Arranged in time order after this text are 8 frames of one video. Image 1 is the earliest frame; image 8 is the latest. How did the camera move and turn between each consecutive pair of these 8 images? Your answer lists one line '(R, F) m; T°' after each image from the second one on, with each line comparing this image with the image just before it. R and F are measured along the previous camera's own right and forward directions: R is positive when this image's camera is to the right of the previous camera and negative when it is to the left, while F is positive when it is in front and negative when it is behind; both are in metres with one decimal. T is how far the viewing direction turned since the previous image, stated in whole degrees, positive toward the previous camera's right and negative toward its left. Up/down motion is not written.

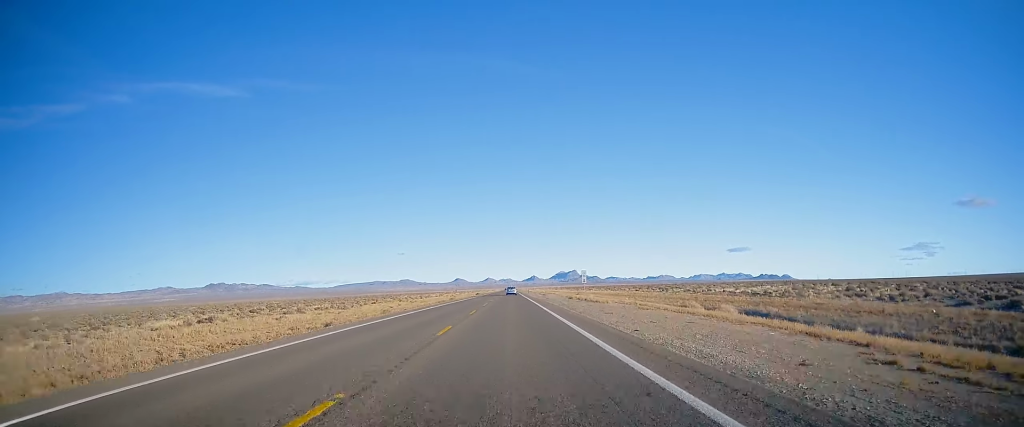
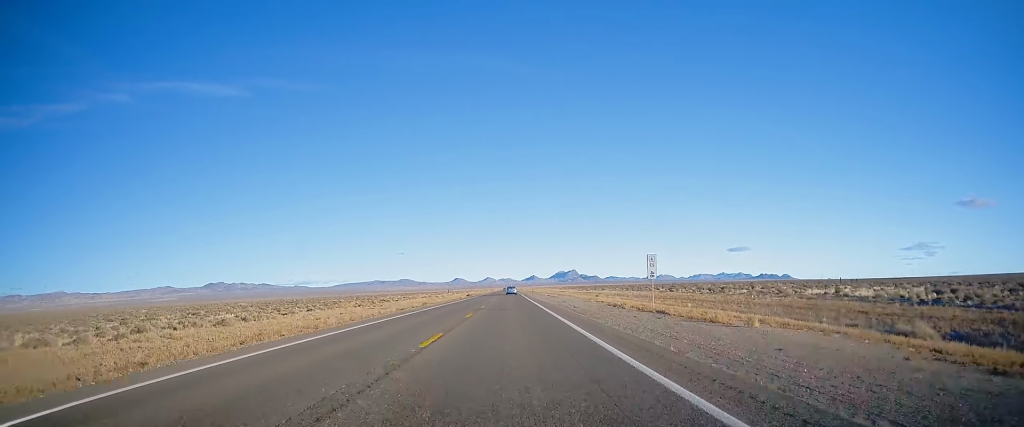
(0.0, +27.4) m; 0°
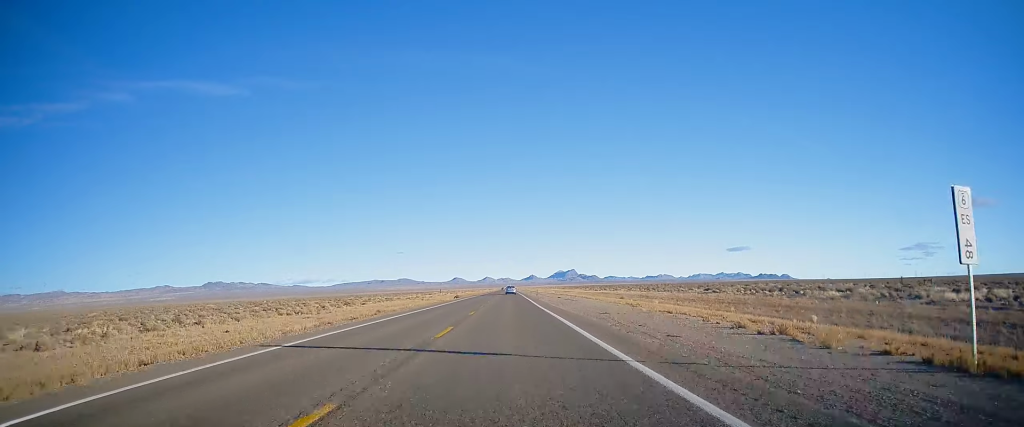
(+0.1, +21.8) m; 0°
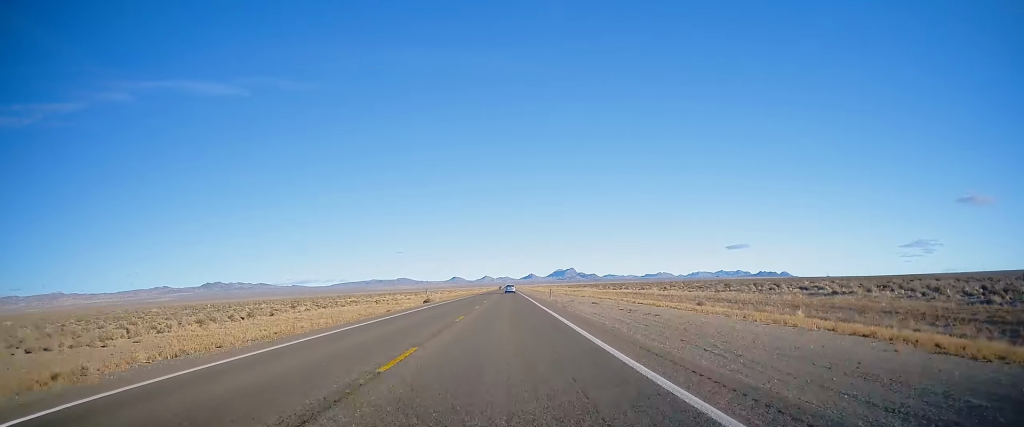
(0.0, +30.7) m; 0°
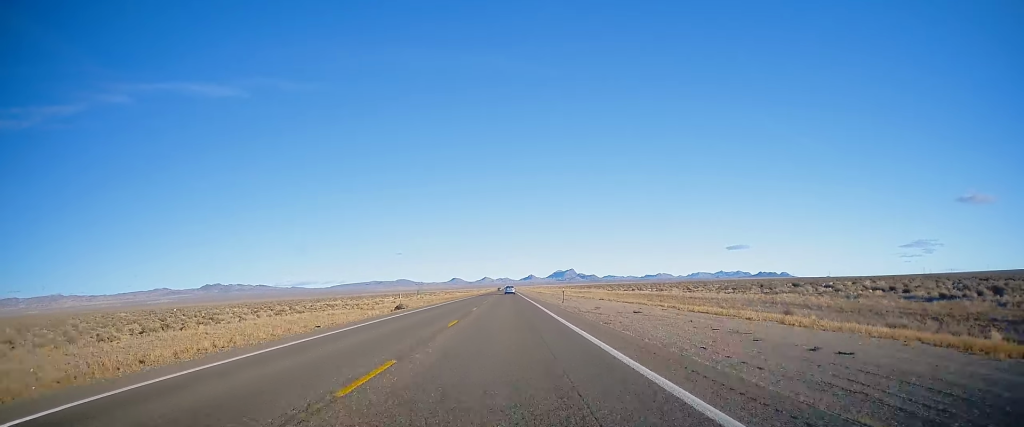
(+0.1, +14.3) m; 0°
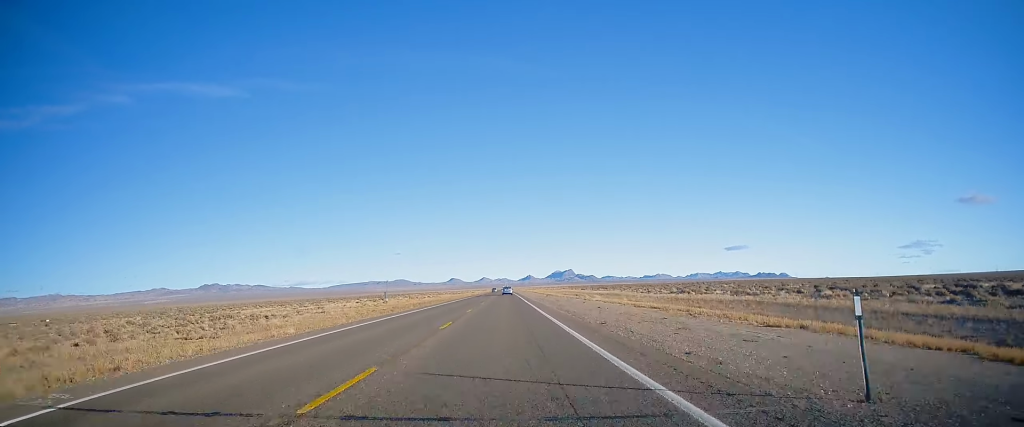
(0.0, +37.6) m; 0°
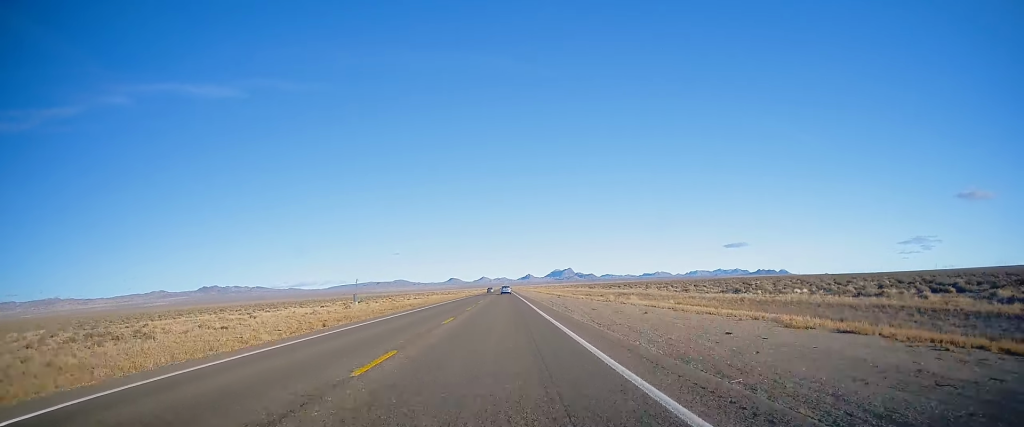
(+0.1, +22.2) m; 0°
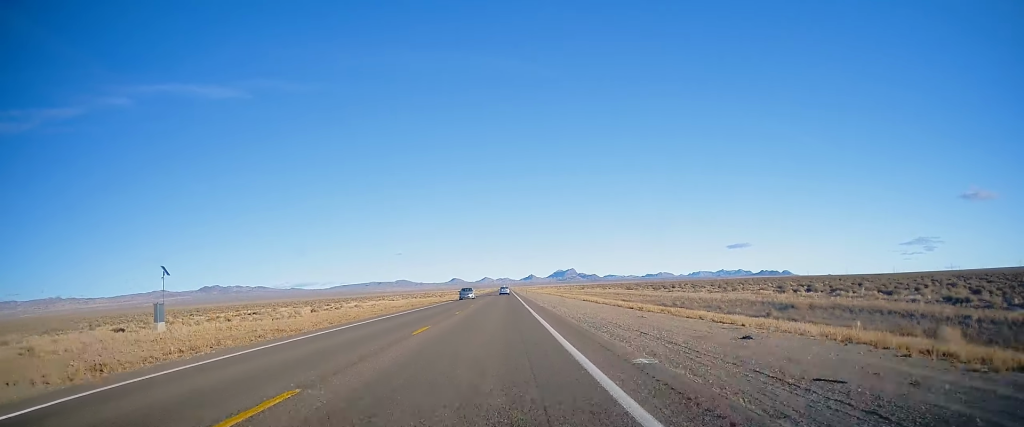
(-0.2, +54.3) m; -1°
